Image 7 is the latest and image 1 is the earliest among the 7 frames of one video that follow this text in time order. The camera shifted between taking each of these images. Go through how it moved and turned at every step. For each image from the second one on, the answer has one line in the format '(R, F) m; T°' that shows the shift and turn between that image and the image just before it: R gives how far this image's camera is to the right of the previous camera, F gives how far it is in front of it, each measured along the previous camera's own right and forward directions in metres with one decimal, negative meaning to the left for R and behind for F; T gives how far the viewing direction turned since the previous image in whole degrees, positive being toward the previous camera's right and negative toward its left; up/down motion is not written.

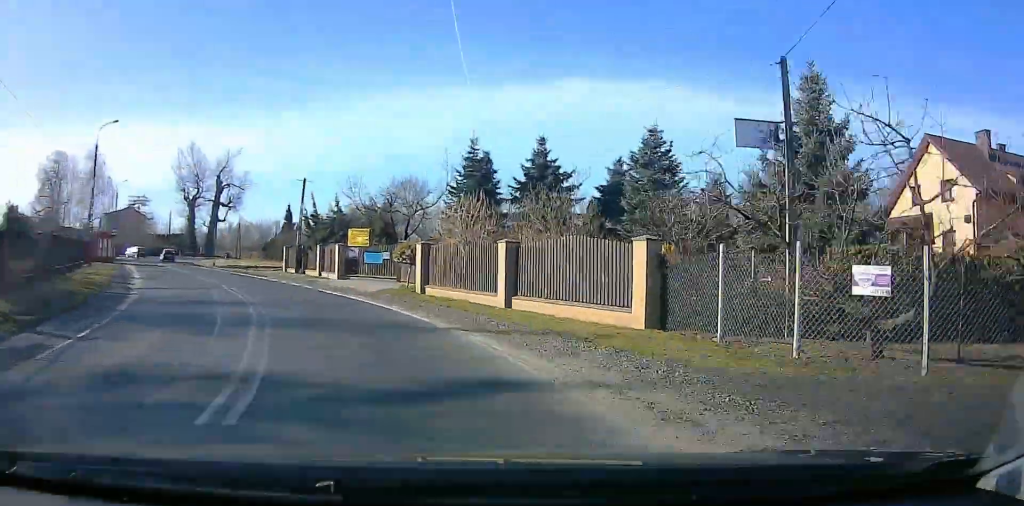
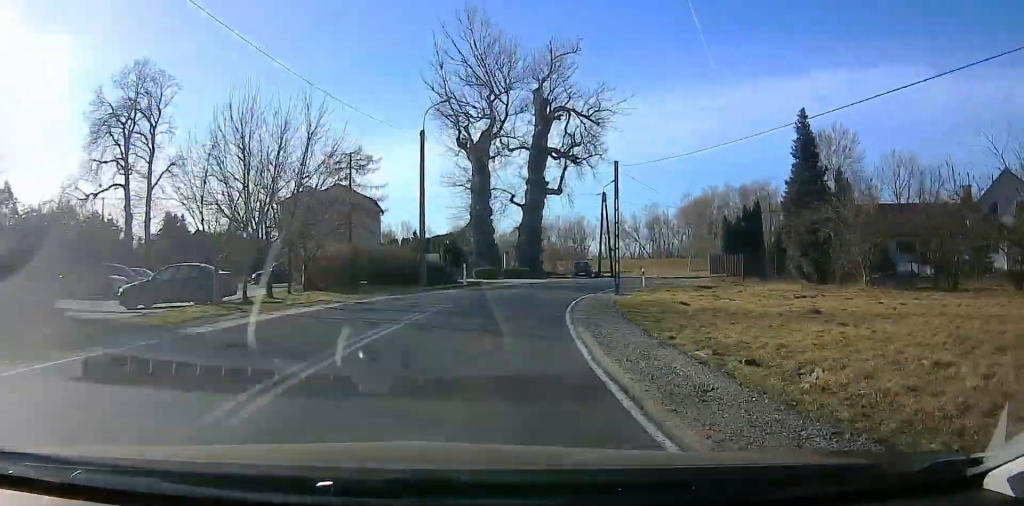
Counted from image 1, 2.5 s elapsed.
(+0.1, +78.1) m; +1°
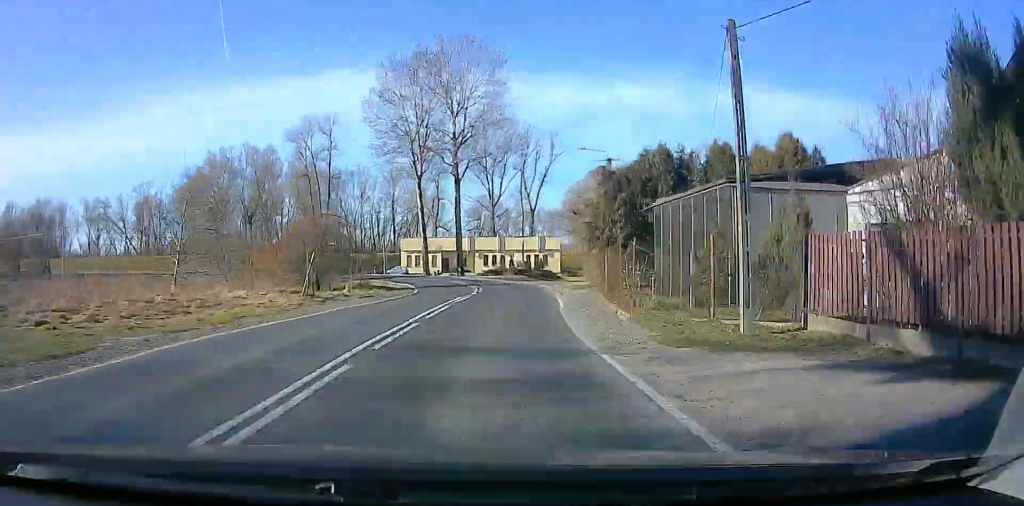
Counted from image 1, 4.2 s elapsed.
(+1.1, +63.0) m; +1°
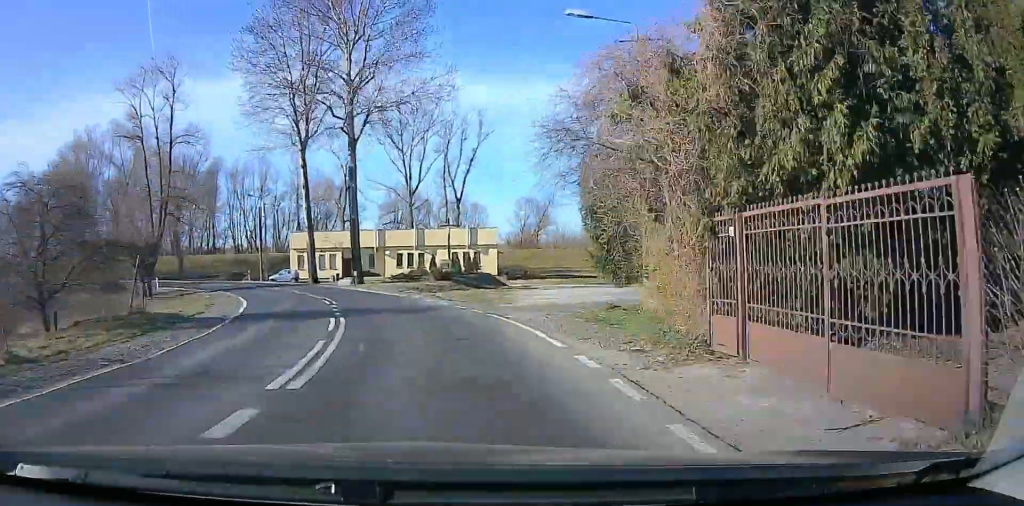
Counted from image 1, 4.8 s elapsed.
(0.0, +26.4) m; 0°
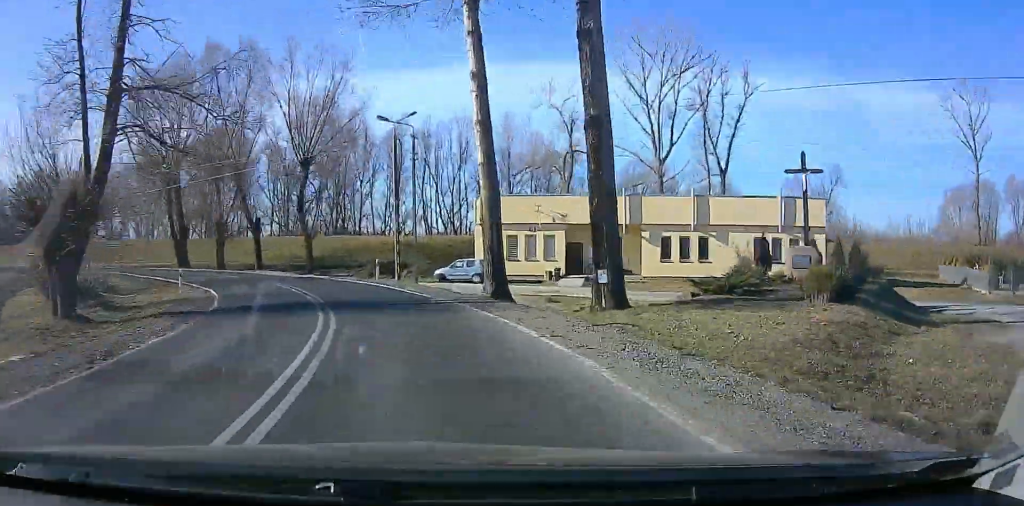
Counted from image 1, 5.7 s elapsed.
(0.0, +37.7) m; 0°
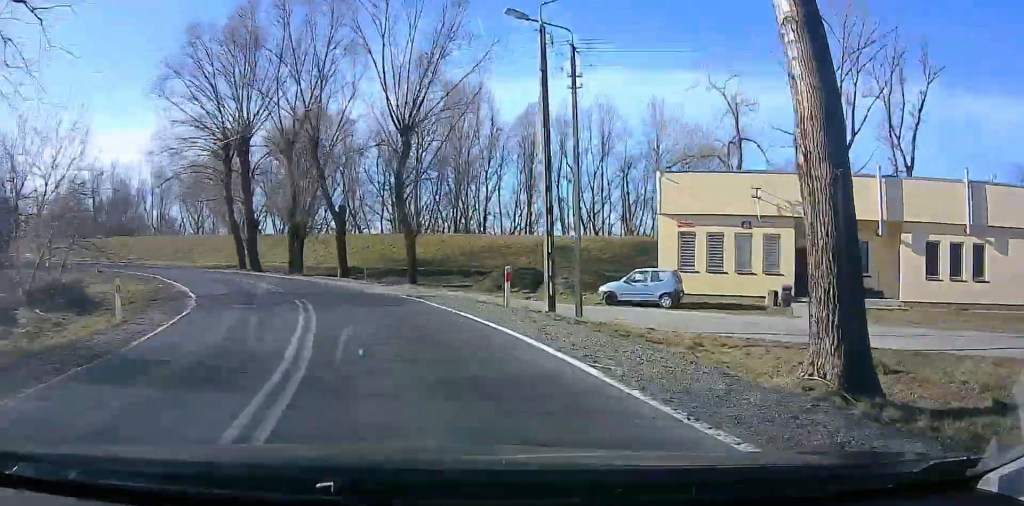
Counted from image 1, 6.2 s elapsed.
(0.0, +20.7) m; 0°
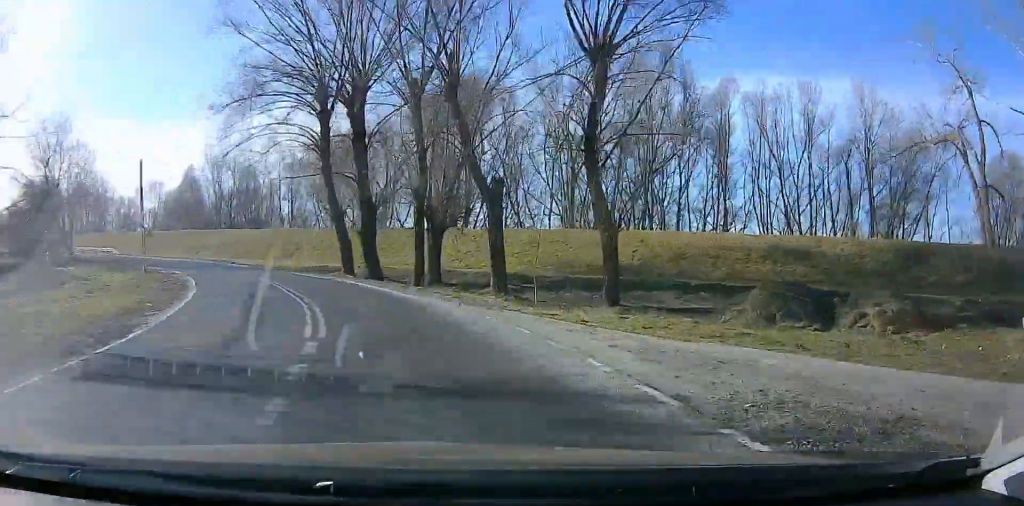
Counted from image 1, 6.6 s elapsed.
(+0.2, +20.9) m; -1°
